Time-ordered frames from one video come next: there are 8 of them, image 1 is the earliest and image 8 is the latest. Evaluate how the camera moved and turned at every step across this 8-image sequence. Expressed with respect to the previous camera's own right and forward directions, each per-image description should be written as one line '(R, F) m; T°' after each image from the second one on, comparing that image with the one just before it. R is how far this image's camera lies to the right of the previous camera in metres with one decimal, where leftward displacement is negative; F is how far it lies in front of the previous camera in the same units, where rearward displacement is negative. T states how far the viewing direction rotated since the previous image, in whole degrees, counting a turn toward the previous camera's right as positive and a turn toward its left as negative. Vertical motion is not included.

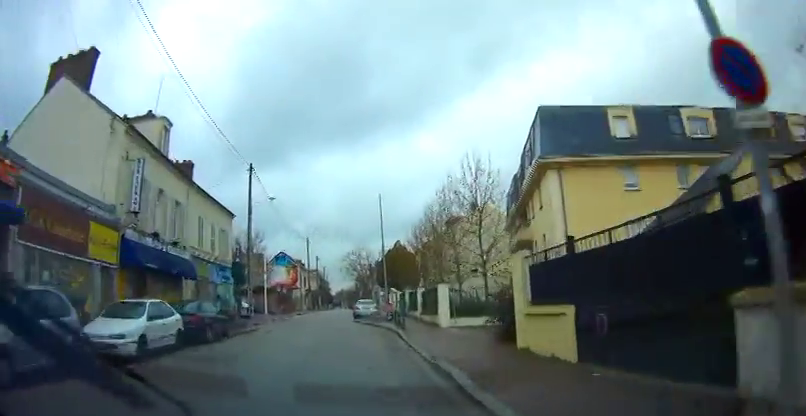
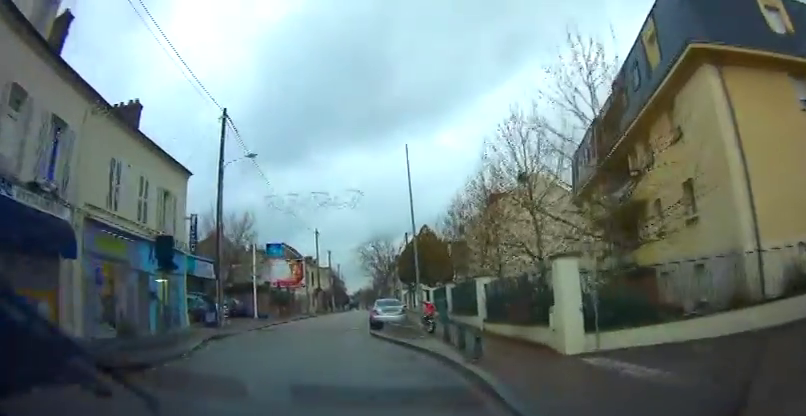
(-0.1, +11.2) m; 0°
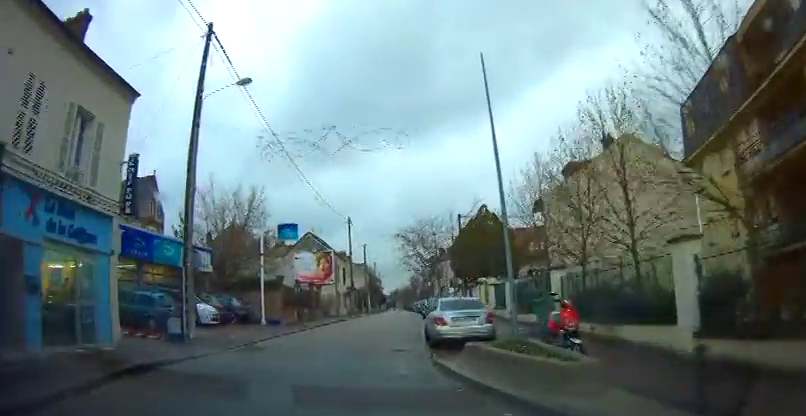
(+0.1, +10.1) m; 0°
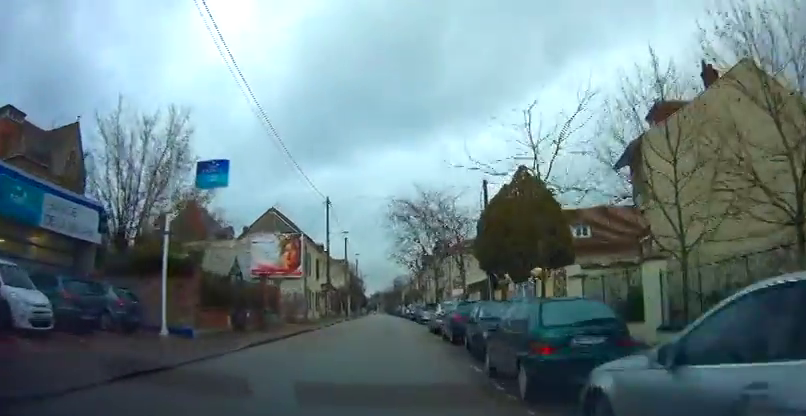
(-0.3, +13.6) m; -2°
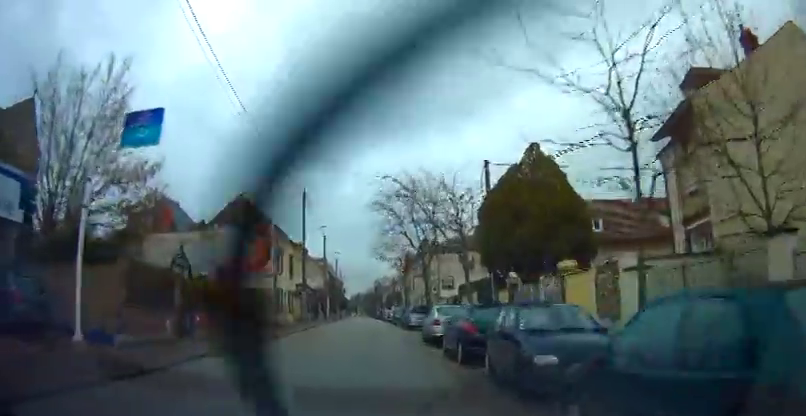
(-0.1, +4.6) m; 0°
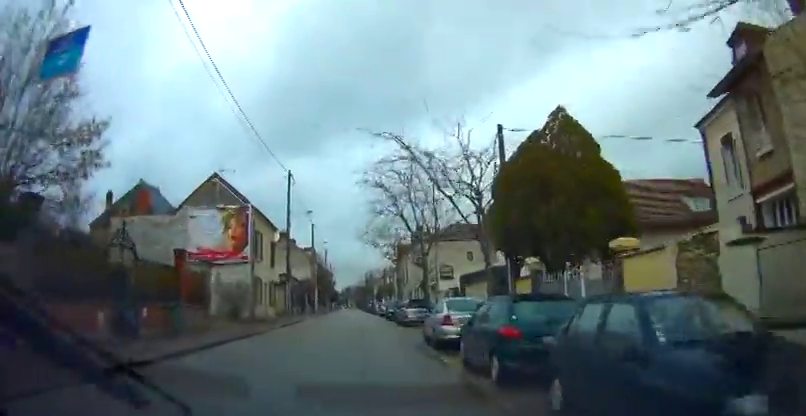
(0.0, +3.9) m; 0°
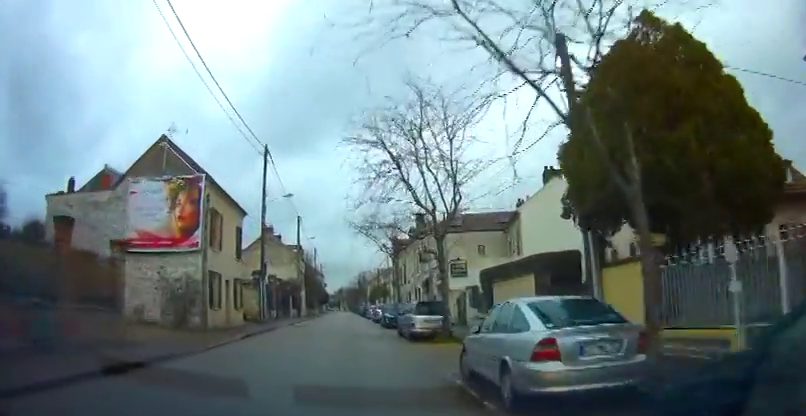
(+0.1, +7.1) m; +1°
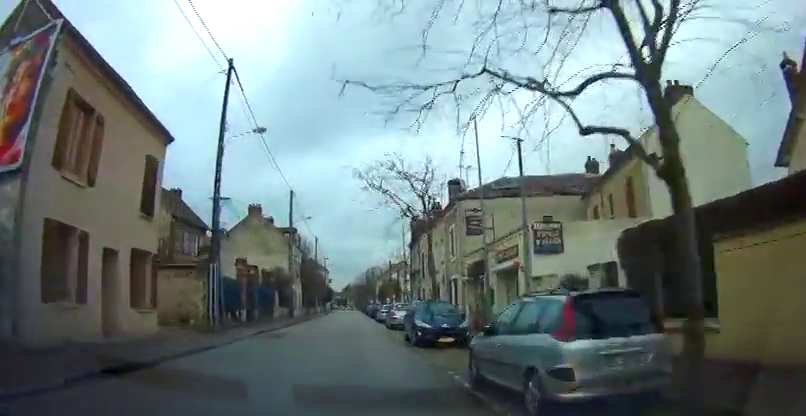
(+0.1, +13.0) m; +1°
